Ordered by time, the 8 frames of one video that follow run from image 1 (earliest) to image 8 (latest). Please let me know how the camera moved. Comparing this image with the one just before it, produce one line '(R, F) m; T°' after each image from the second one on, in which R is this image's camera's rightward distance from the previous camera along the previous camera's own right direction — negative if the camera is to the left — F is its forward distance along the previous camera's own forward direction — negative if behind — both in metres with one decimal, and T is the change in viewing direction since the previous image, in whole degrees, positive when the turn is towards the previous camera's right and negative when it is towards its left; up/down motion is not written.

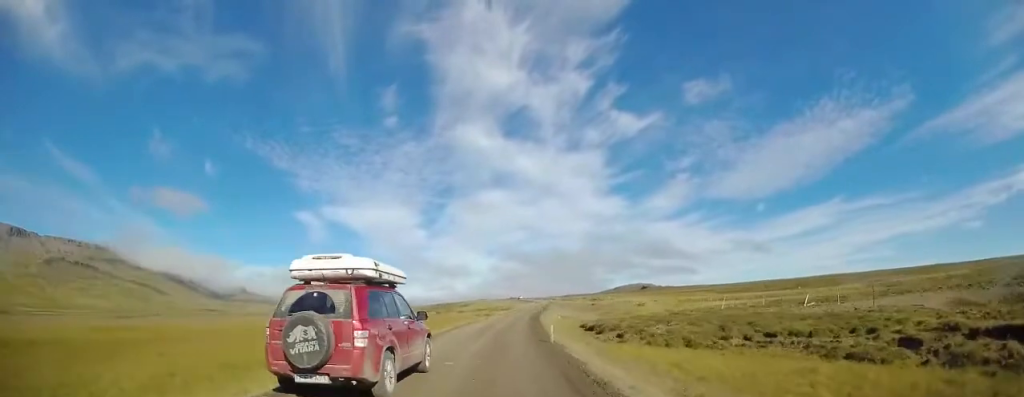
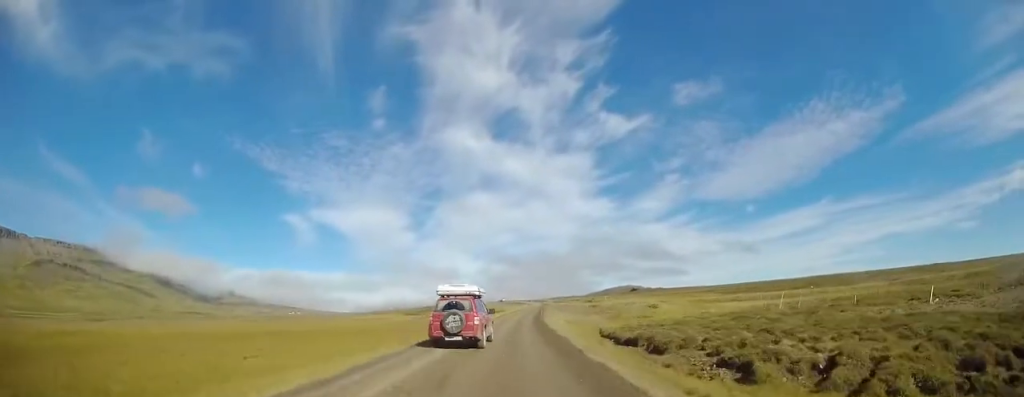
(-0.1, +15.4) m; 0°
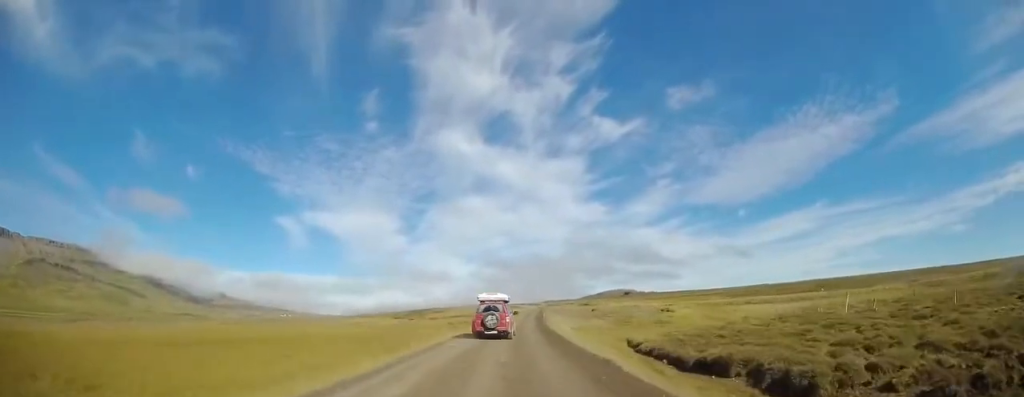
(-0.1, +10.7) m; +1°
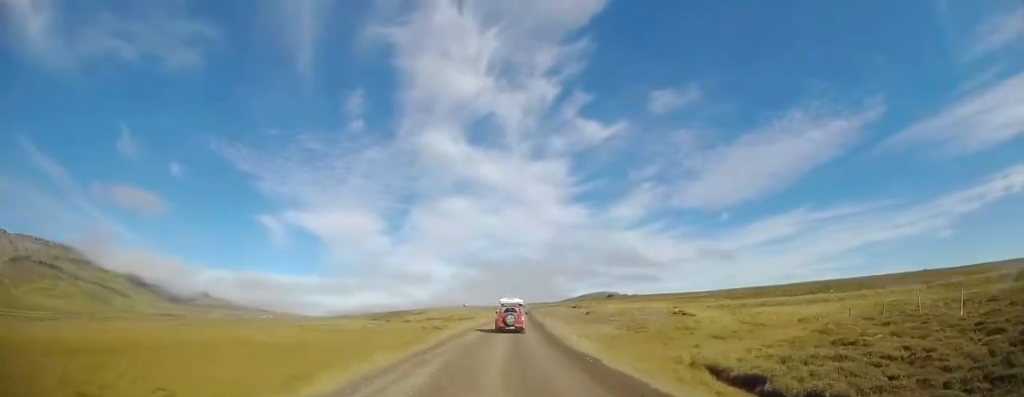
(+0.3, +14.3) m; +1°
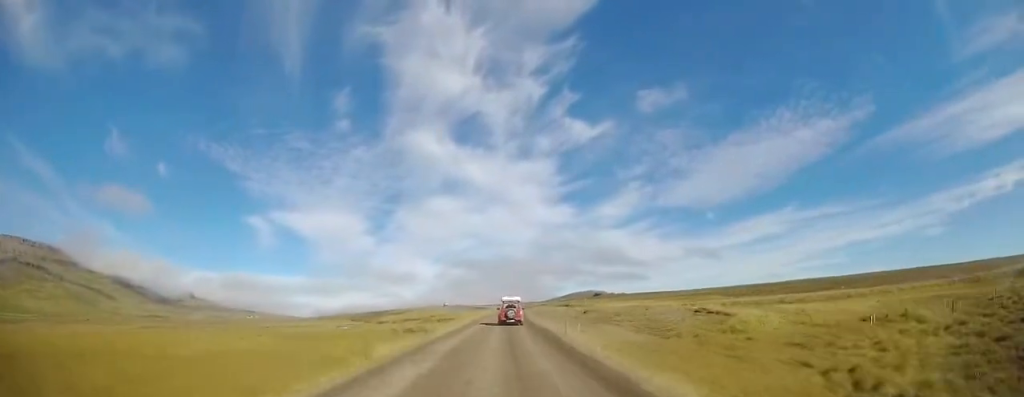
(0.0, +13.4) m; +2°
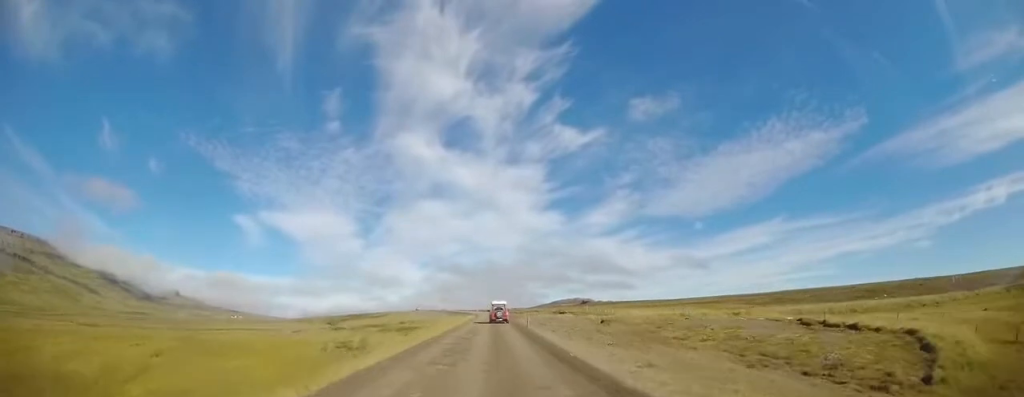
(+1.0, +26.3) m; +3°
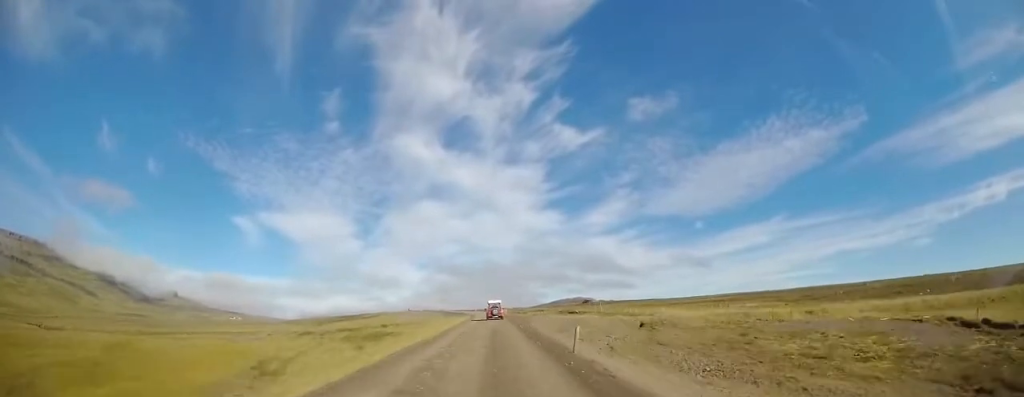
(-0.1, +18.3) m; +1°
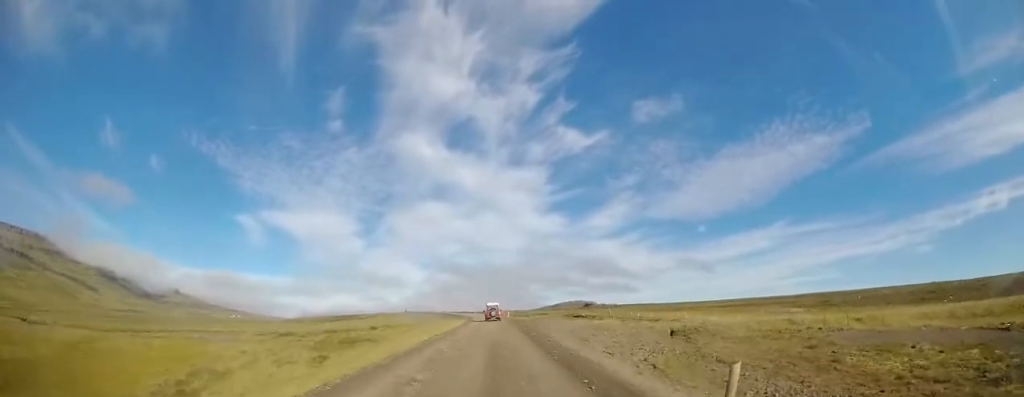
(+0.1, +8.8) m; 0°
